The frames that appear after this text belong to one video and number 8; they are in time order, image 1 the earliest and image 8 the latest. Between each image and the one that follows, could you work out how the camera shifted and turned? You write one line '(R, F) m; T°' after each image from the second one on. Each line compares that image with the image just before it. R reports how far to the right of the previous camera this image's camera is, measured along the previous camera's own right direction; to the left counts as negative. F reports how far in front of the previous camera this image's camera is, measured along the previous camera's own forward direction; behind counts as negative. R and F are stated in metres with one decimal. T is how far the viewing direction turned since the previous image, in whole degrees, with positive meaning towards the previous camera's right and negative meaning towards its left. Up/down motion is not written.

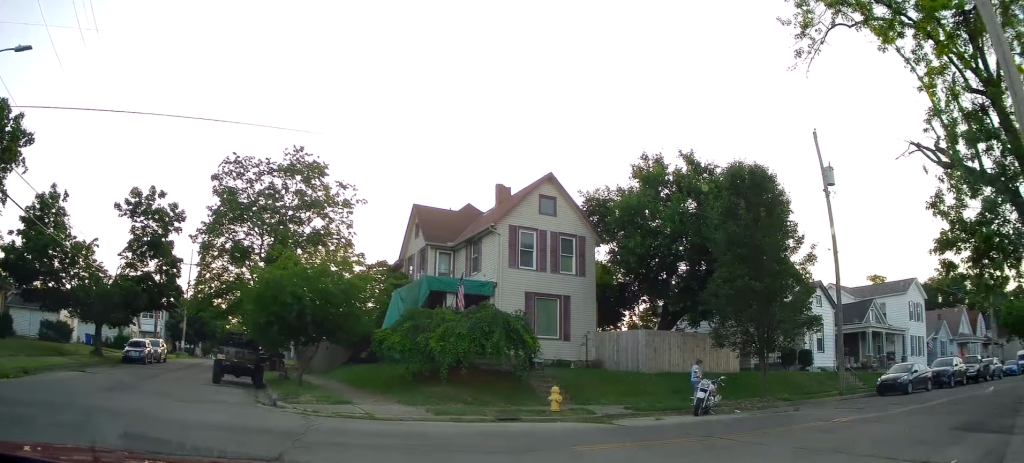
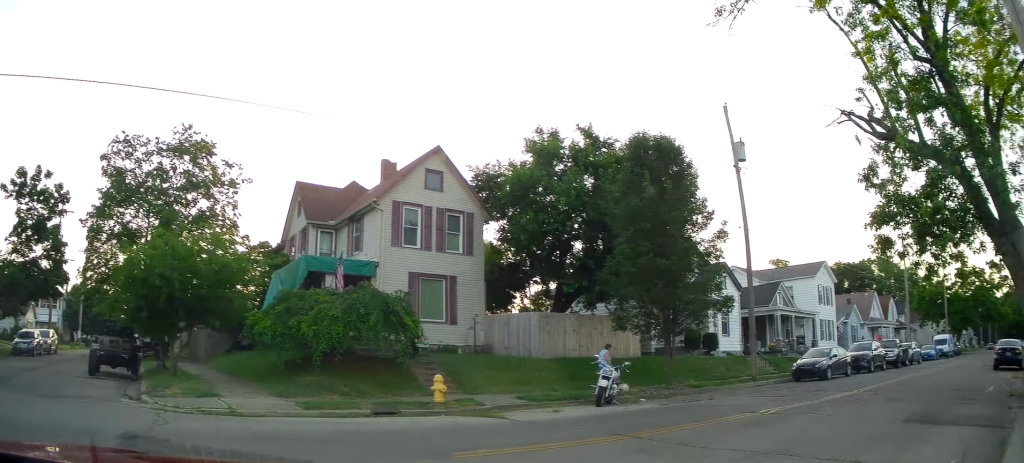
(+0.2, +1.8) m; +12°
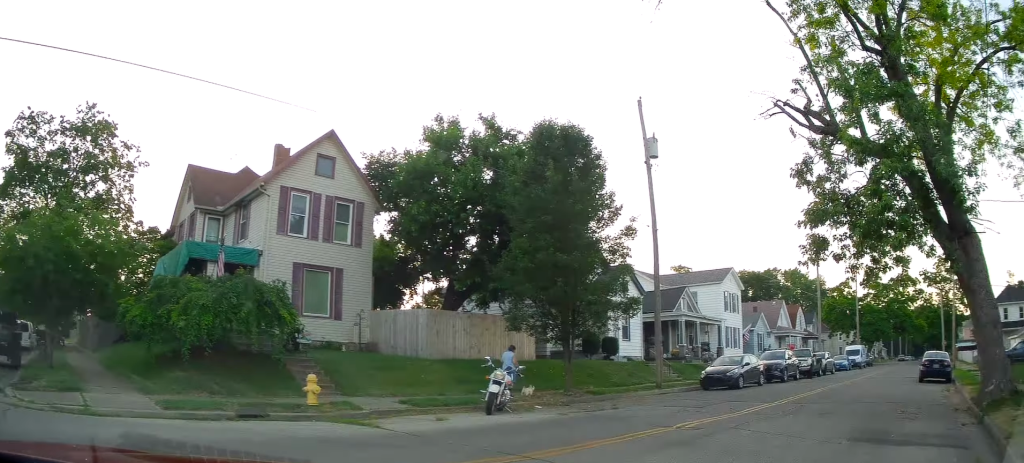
(+0.1, +1.5) m; +10°
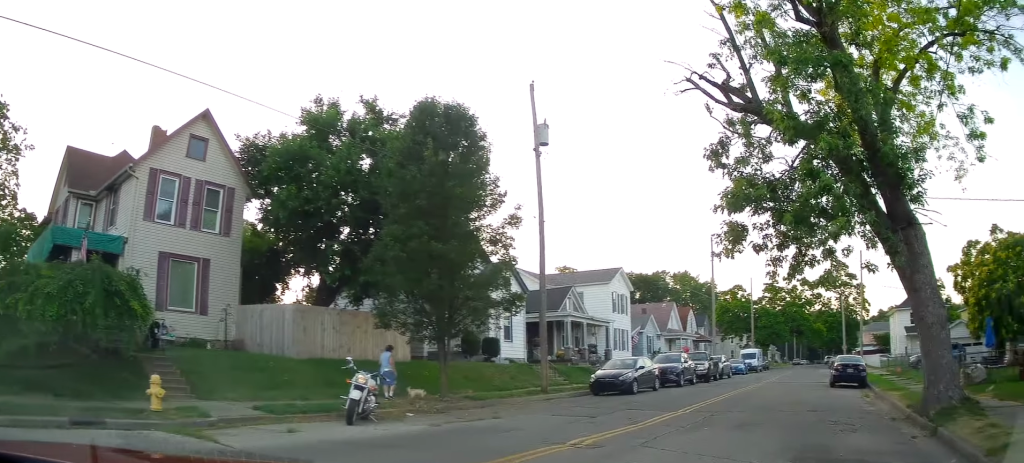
(+0.2, +1.6) m; +12°
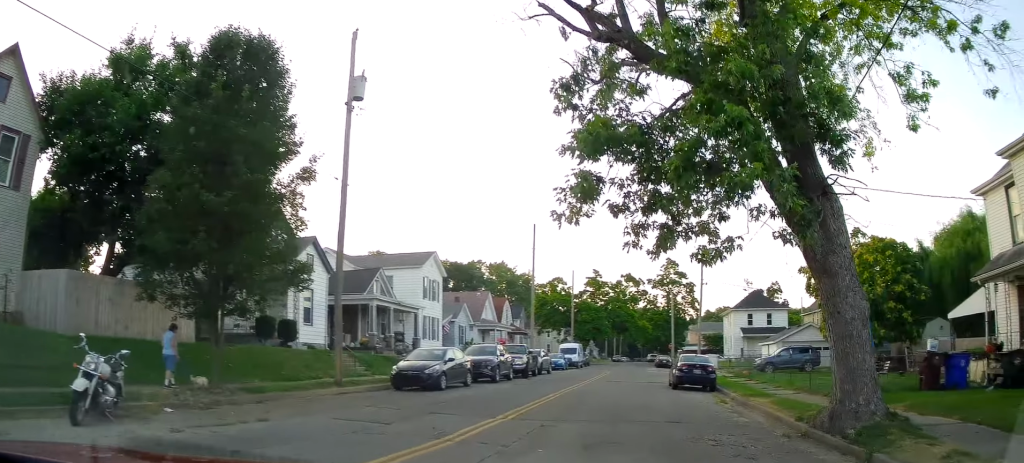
(+0.4, +2.6) m; +19°
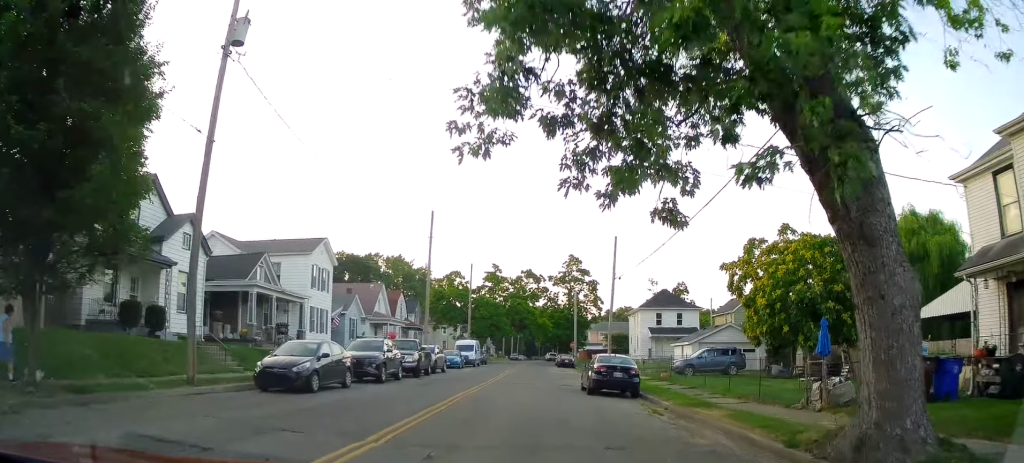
(+0.4, +2.9) m; +10°
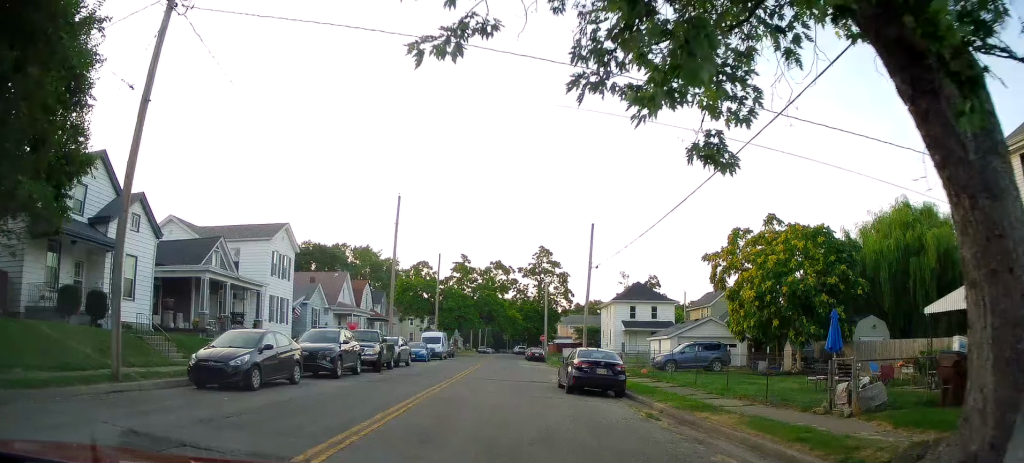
(+0.3, +2.0) m; -2°
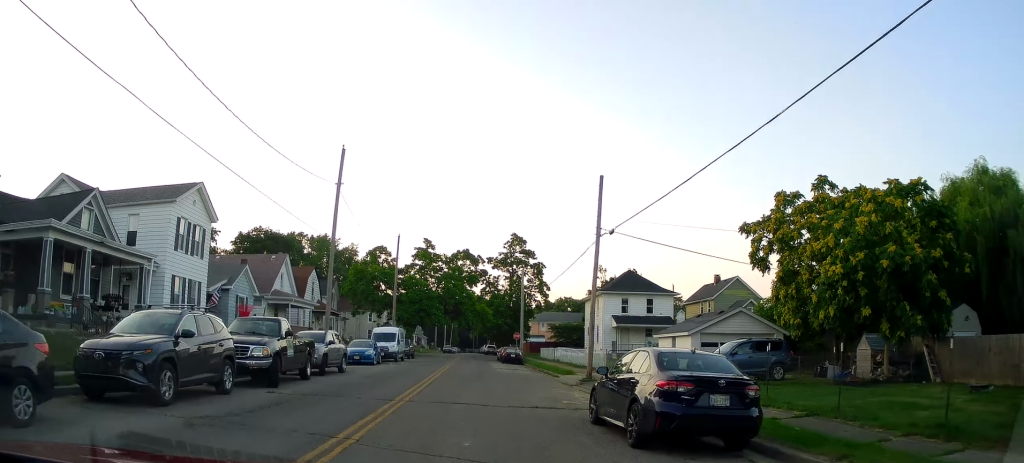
(-0.9, +9.6) m; 0°
